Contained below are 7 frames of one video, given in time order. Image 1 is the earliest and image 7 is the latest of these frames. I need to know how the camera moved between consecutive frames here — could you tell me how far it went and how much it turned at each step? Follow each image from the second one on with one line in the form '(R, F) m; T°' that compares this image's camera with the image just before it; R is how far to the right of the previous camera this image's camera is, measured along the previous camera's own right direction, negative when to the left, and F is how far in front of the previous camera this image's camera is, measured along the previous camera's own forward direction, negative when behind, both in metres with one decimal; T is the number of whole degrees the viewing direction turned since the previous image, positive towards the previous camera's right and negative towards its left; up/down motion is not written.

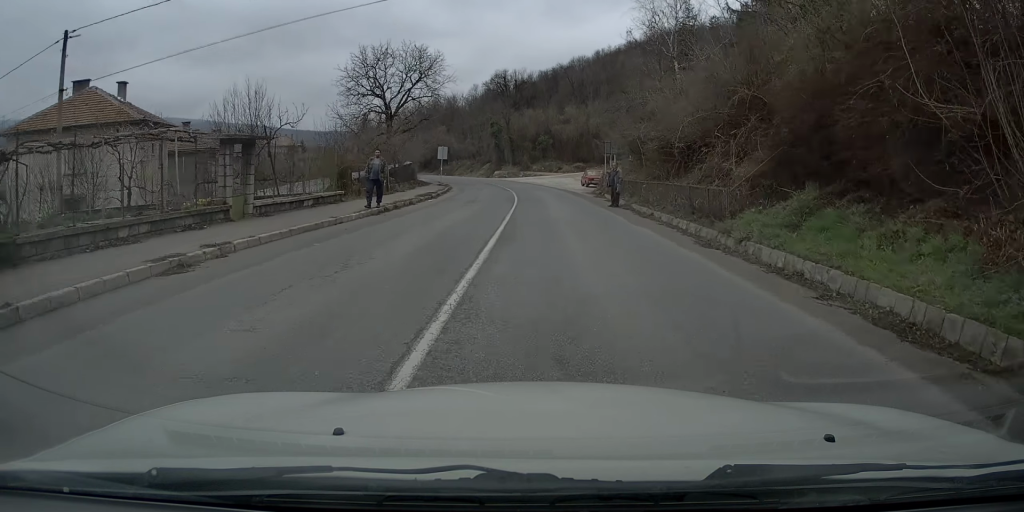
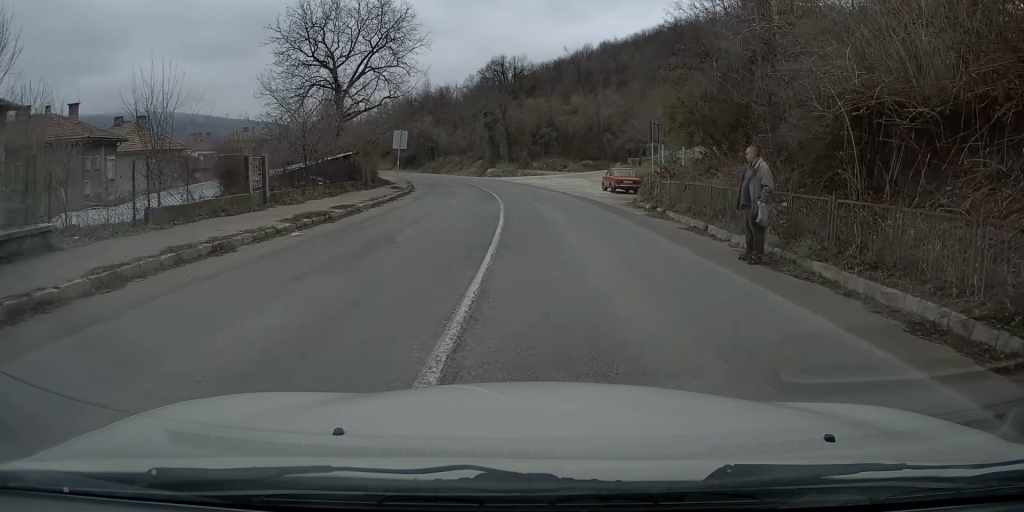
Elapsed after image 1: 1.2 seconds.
(-0.3, +16.6) m; 0°
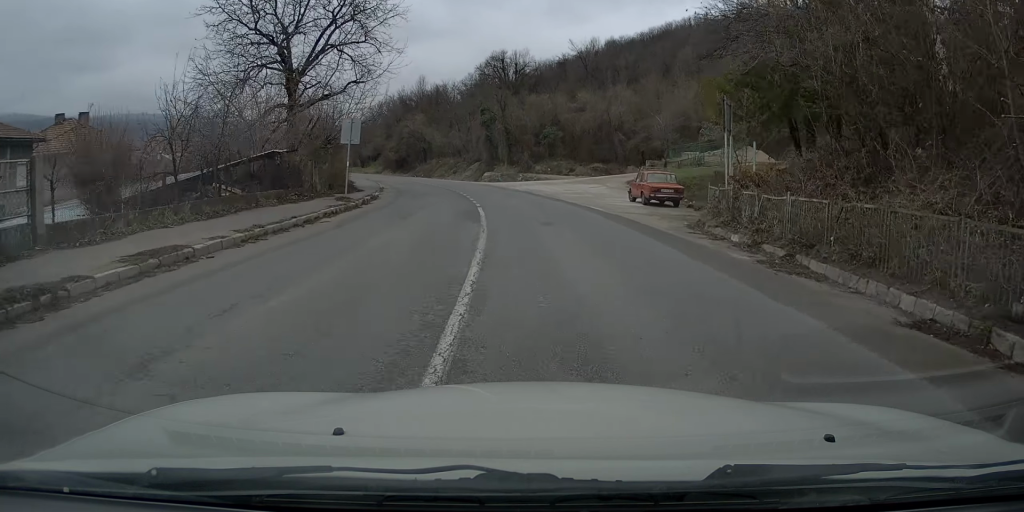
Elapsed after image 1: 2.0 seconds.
(0.0, +9.8) m; 0°
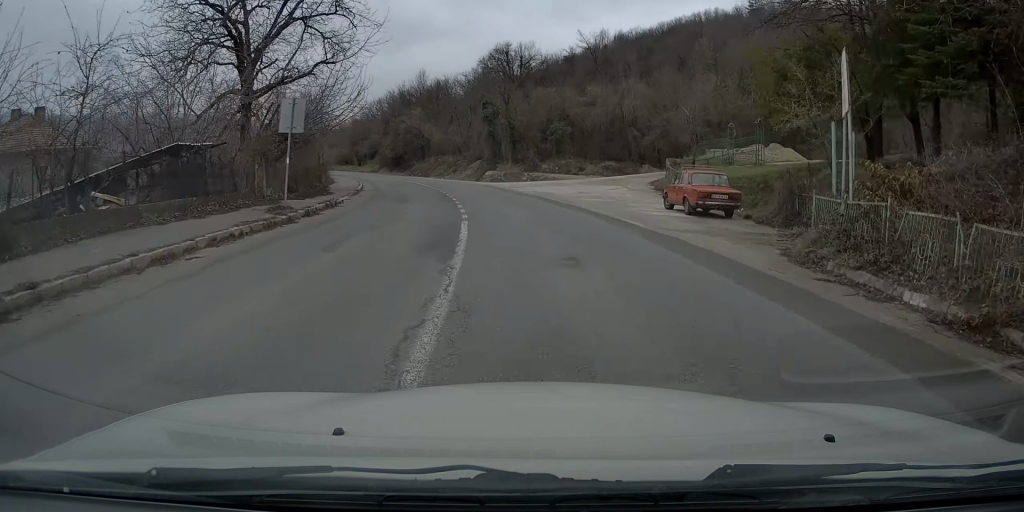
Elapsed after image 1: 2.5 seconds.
(+0.1, +6.6) m; 0°
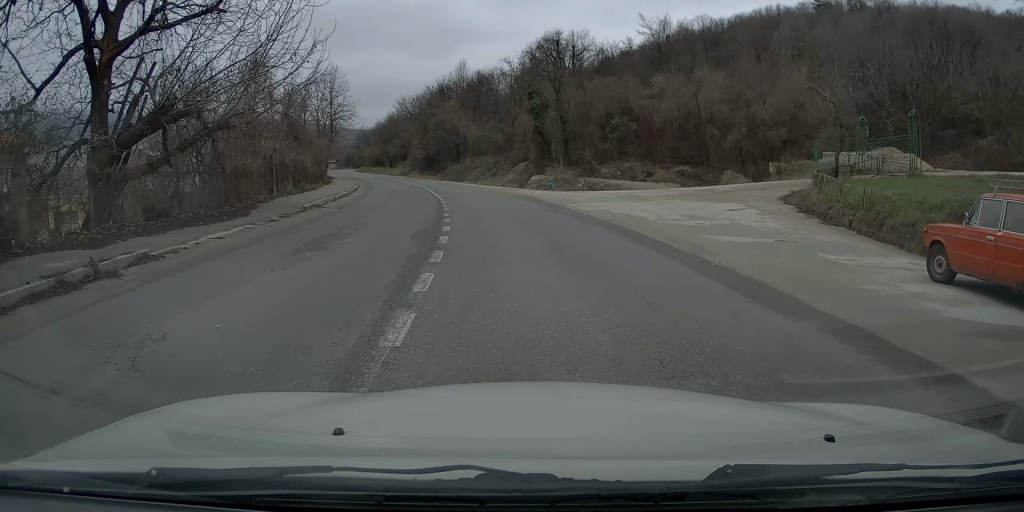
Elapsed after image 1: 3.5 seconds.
(-0.1, +13.9) m; -1°
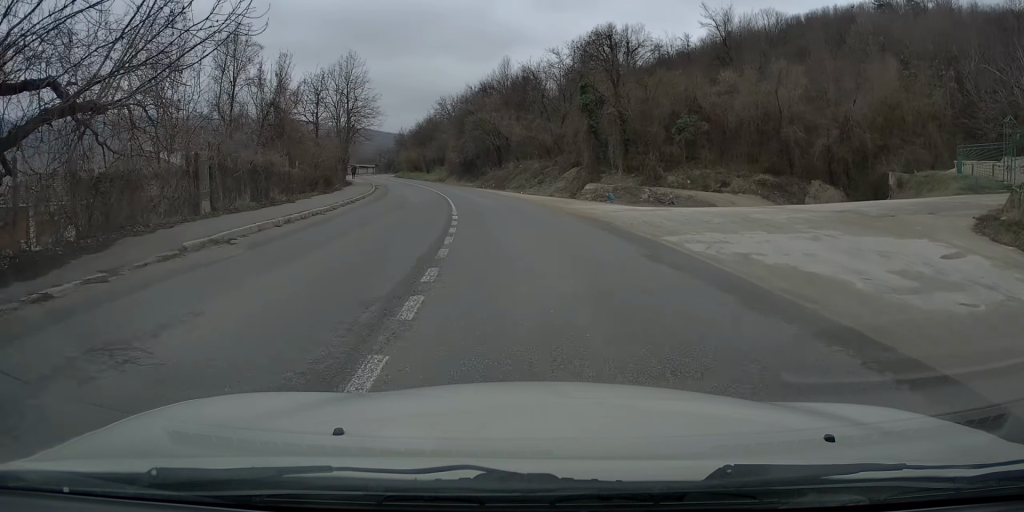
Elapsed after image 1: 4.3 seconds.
(-0.1, +9.4) m; -3°
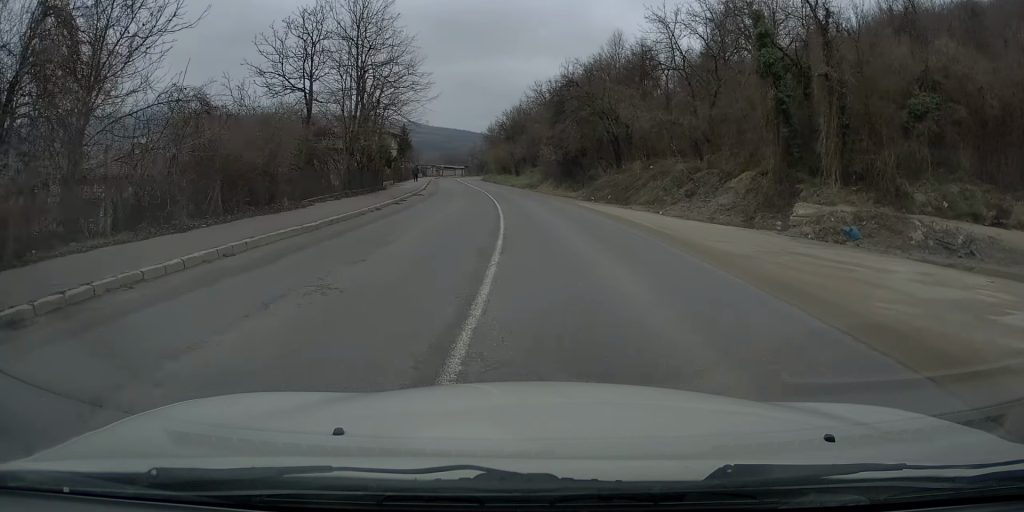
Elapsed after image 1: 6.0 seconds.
(-1.9, +22.0) m; -10°
